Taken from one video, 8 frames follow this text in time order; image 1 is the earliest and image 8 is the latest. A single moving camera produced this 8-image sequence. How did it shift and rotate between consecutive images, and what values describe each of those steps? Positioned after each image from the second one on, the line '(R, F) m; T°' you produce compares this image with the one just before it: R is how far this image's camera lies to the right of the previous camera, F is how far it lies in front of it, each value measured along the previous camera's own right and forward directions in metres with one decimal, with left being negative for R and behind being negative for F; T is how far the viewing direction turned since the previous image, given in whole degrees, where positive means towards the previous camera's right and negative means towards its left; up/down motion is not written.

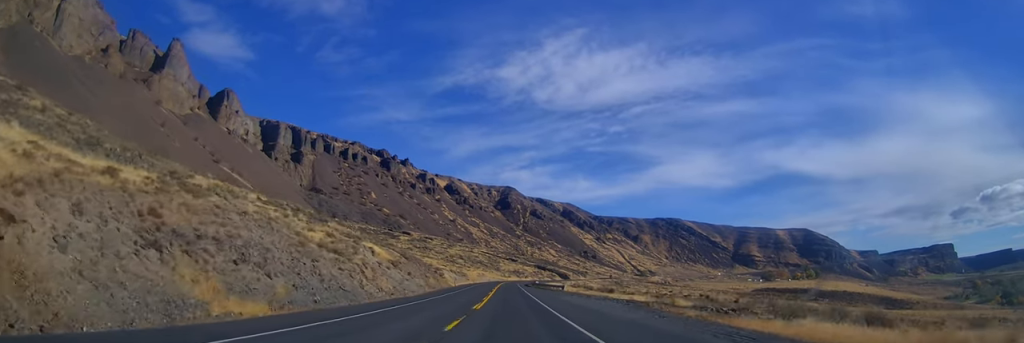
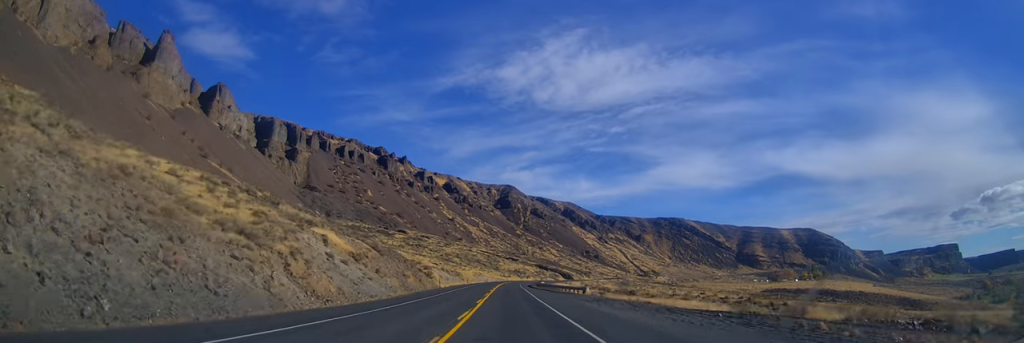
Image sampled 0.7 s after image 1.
(-0.1, +20.8) m; 0°
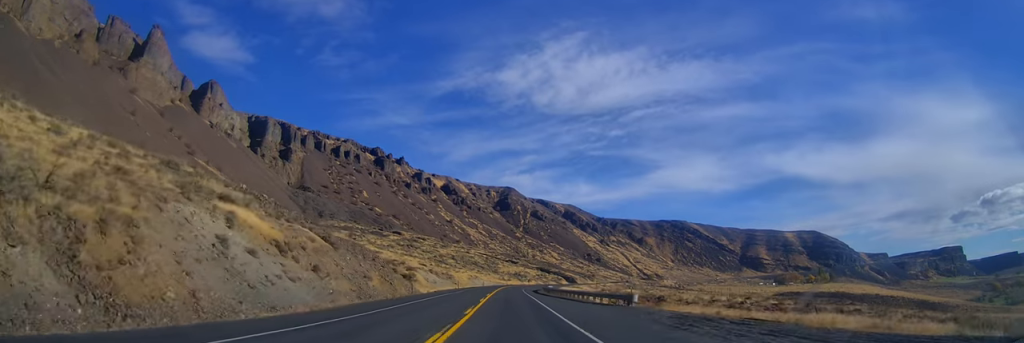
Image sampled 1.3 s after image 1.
(+0.2, +20.8) m; -1°
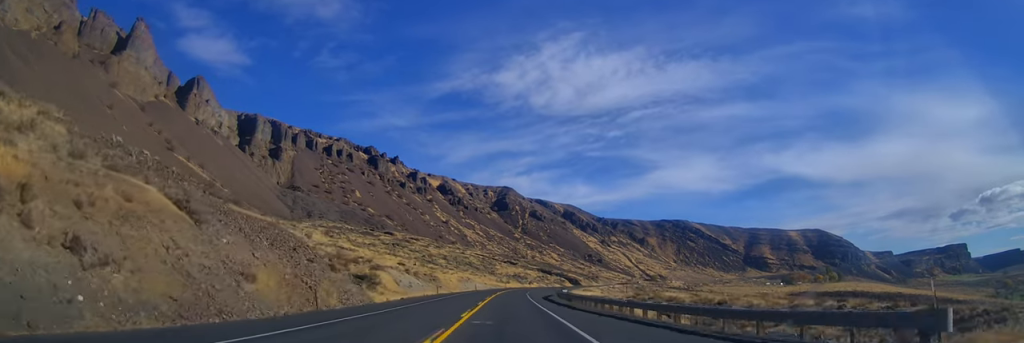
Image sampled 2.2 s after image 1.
(-0.3, +25.9) m; -1°
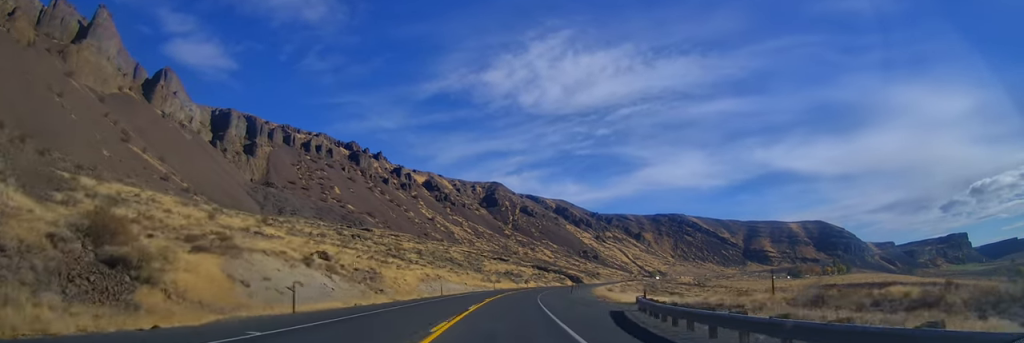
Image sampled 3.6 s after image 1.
(0.0, +43.2) m; +1°
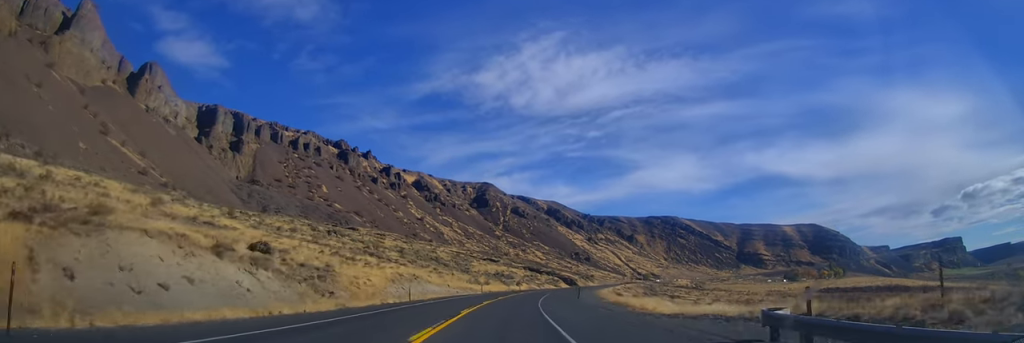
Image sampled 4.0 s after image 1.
(+0.1, +14.4) m; +1°
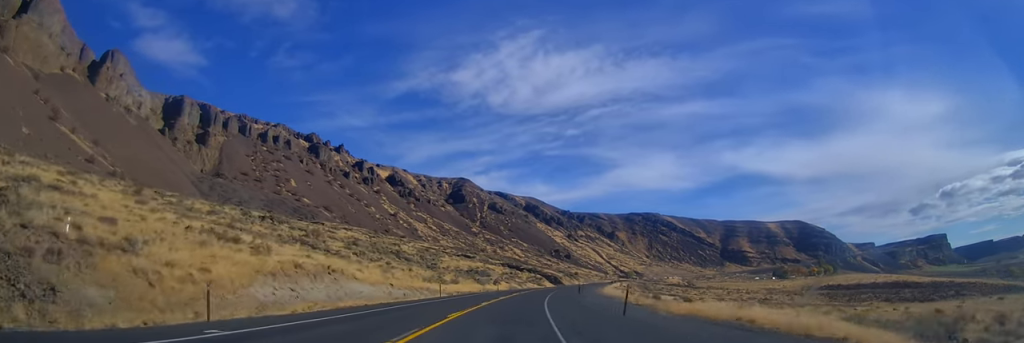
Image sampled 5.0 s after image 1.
(+0.2, +28.8) m; +2°
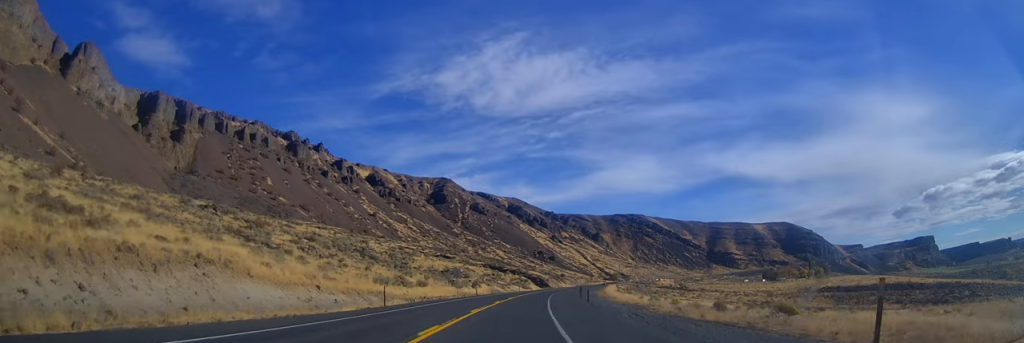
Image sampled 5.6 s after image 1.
(0.0, +18.5) m; +2°
